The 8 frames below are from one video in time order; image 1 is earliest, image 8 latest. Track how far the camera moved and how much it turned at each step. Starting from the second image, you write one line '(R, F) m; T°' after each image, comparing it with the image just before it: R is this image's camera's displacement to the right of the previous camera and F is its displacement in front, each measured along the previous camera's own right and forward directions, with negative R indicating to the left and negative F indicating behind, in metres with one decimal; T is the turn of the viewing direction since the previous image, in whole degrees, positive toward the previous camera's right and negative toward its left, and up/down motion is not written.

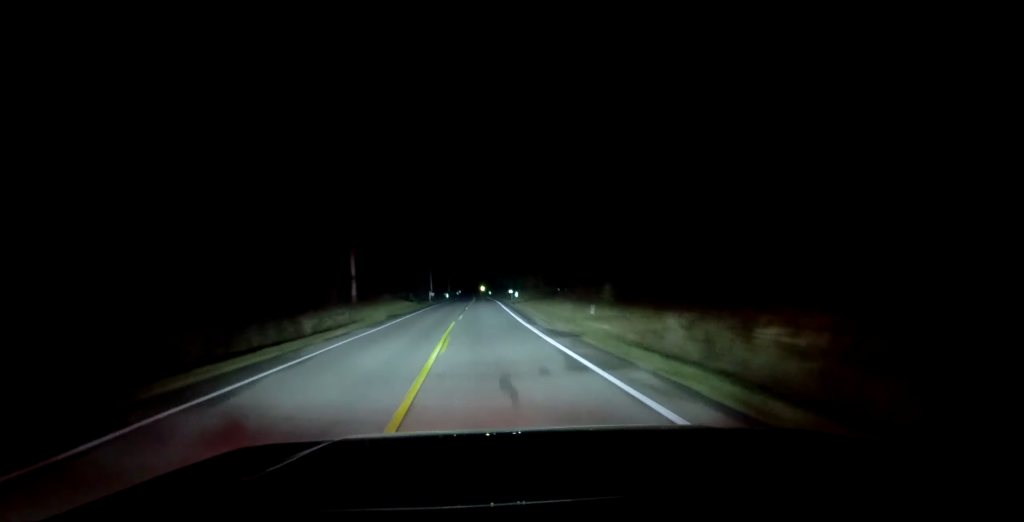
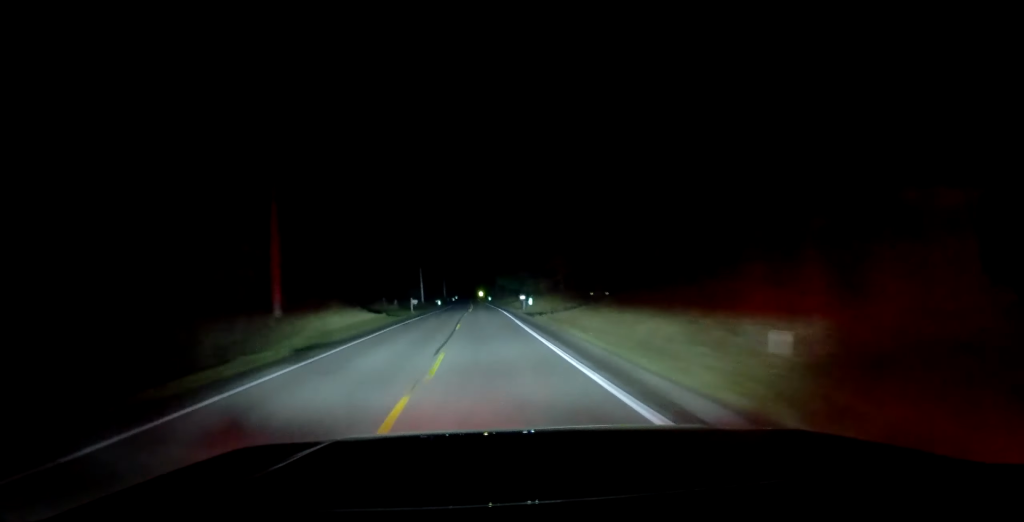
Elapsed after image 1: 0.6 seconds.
(+0.1, +18.7) m; +1°
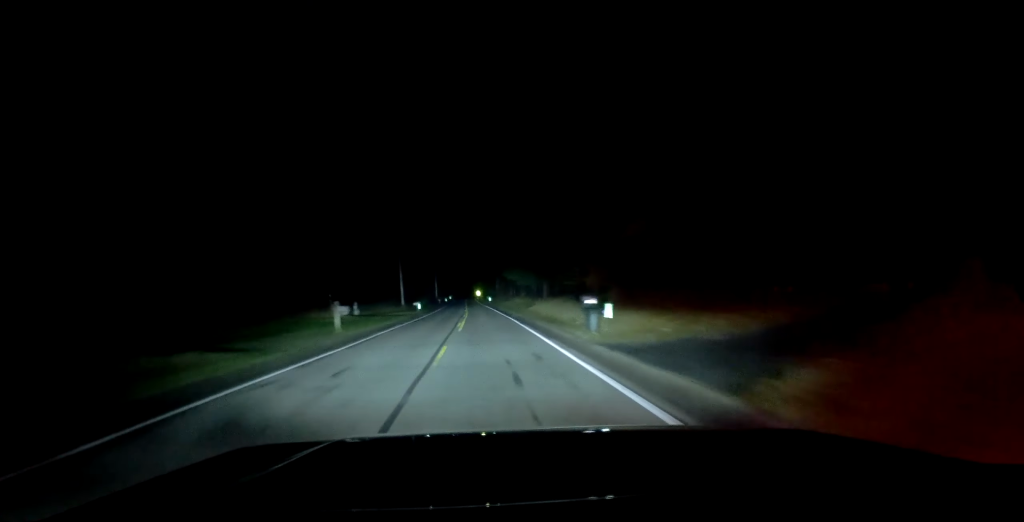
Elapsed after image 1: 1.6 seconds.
(+0.2, +28.9) m; 0°
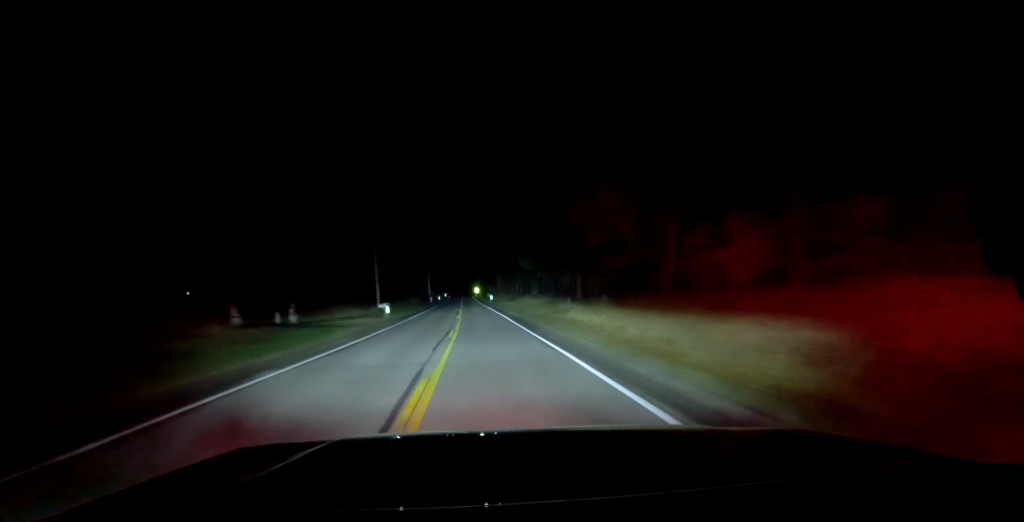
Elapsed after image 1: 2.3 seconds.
(+0.2, +22.3) m; -1°
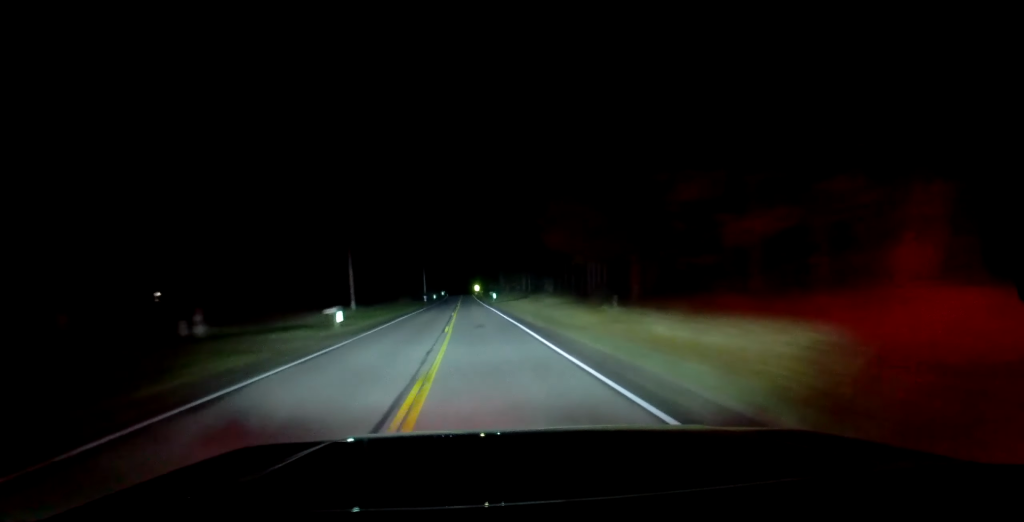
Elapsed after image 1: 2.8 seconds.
(-0.4, +15.6) m; 0°
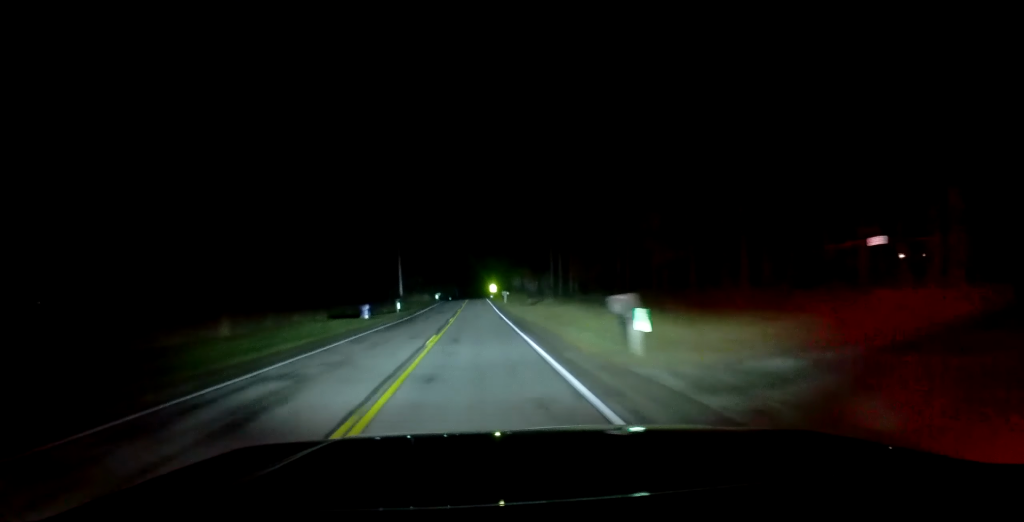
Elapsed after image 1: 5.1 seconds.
(0.0, +73.6) m; +2°
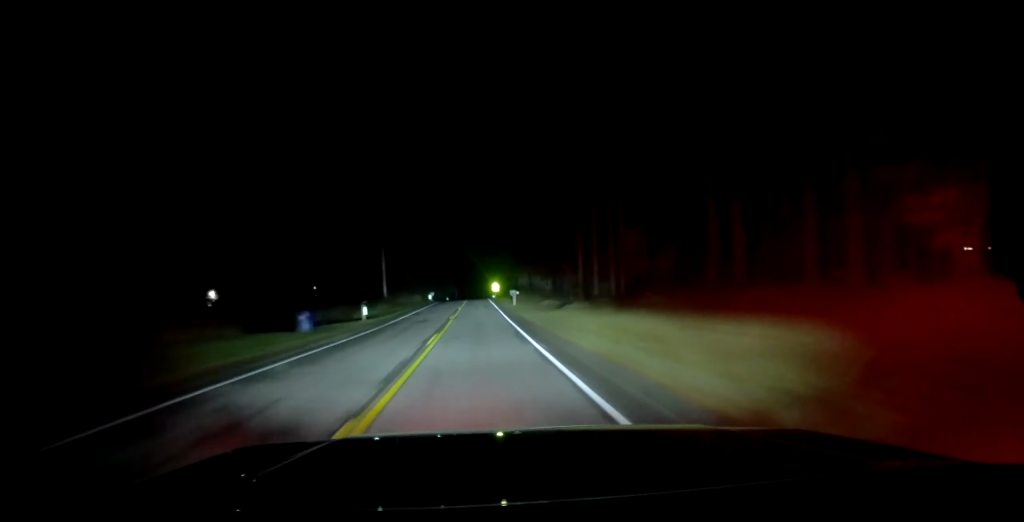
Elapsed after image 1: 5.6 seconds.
(+0.3, +17.0) m; 0°
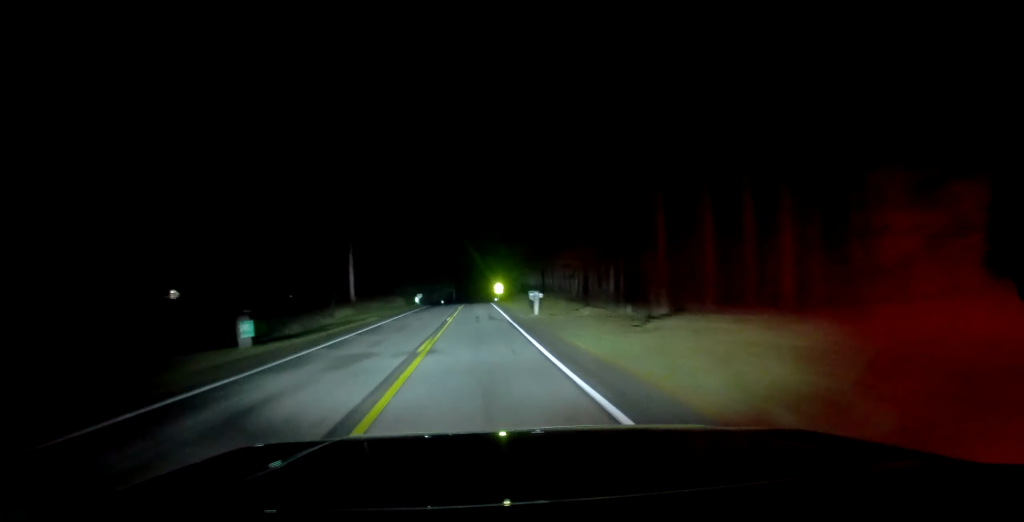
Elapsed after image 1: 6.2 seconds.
(+0.8, +20.3) m; -1°
